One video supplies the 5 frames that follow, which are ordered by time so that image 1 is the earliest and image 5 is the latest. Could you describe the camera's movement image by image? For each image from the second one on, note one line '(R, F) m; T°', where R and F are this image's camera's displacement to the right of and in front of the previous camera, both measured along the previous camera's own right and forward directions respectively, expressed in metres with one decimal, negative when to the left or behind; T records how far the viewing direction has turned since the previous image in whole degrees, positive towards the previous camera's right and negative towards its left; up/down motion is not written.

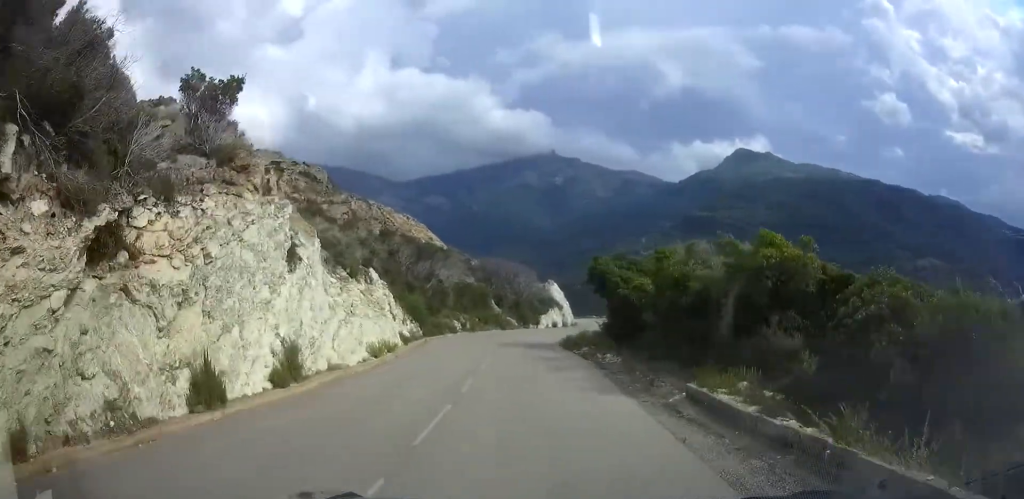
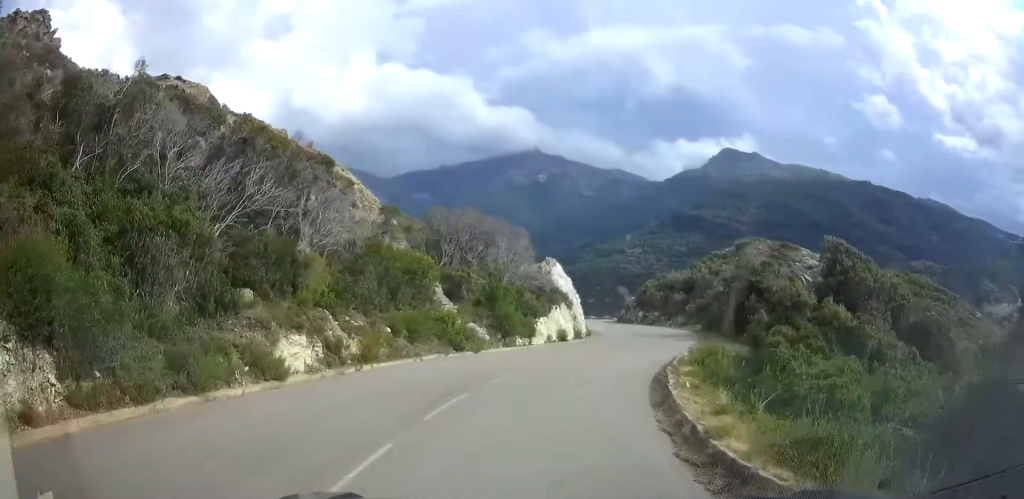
(-0.6, +28.6) m; +5°
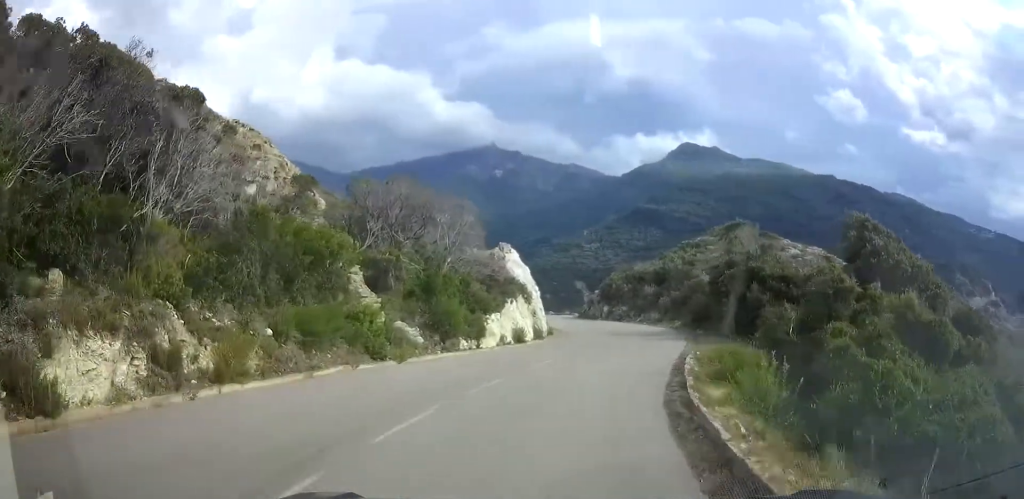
(+0.5, +6.3) m; +5°
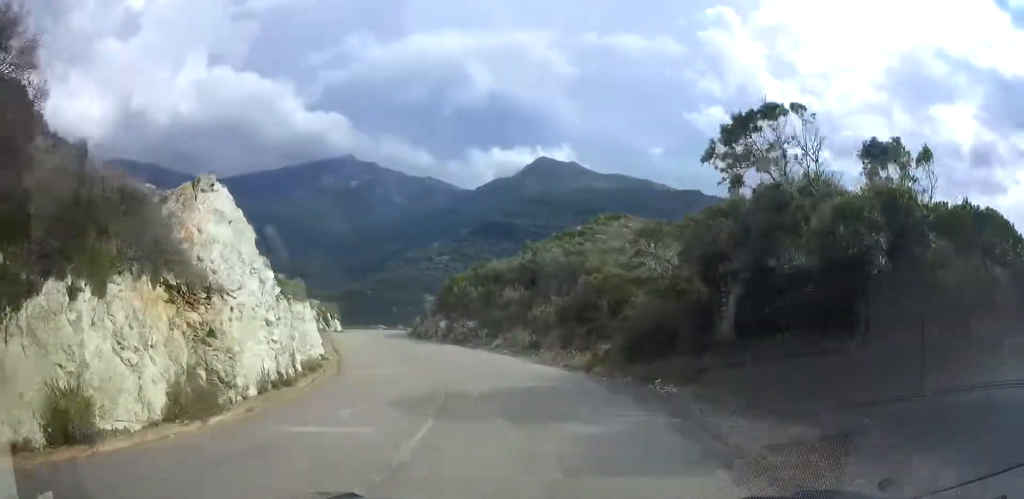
(+2.2, +20.9) m; +6°
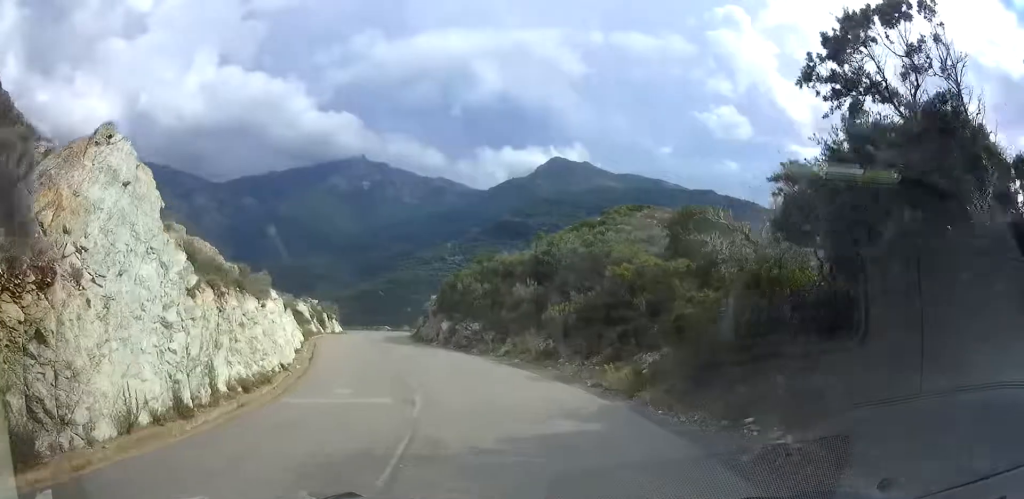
(+0.2, +5.3) m; -2°
